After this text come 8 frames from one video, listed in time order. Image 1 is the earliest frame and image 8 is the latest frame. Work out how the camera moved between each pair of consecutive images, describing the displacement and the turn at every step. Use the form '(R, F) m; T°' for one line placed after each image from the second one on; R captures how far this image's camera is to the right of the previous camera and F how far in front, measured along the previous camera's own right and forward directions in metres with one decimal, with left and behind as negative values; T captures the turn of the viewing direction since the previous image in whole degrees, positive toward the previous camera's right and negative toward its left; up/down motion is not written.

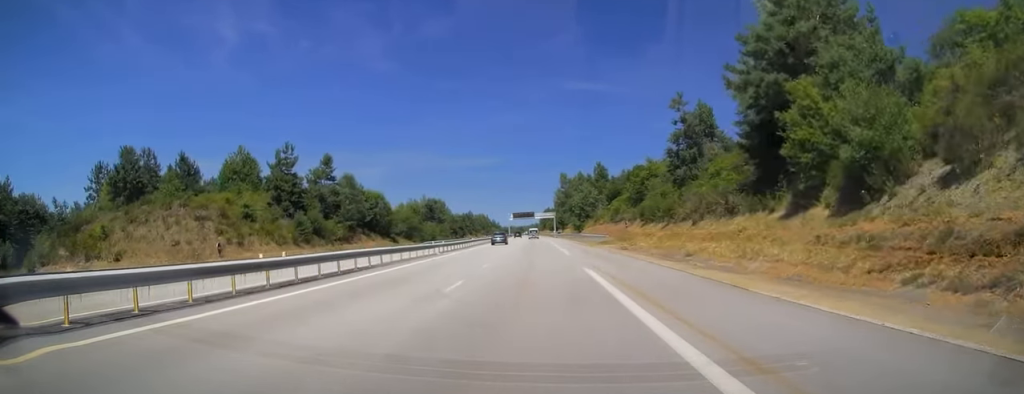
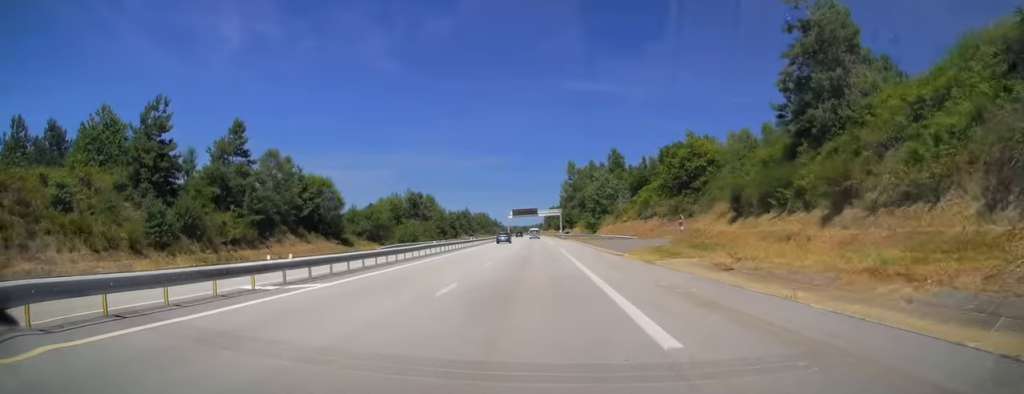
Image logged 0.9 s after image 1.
(-0.1, +26.9) m; -1°
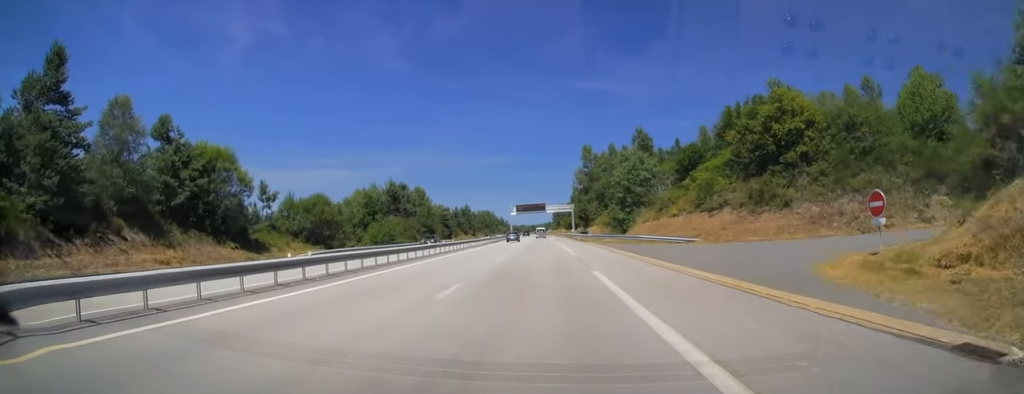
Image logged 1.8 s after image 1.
(-0.2, +26.9) m; 0°
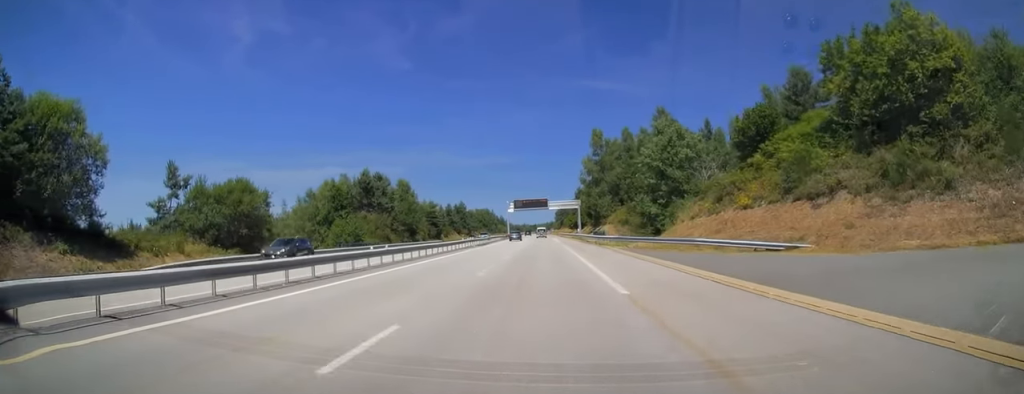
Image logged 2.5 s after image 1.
(0.0, +19.6) m; 0°
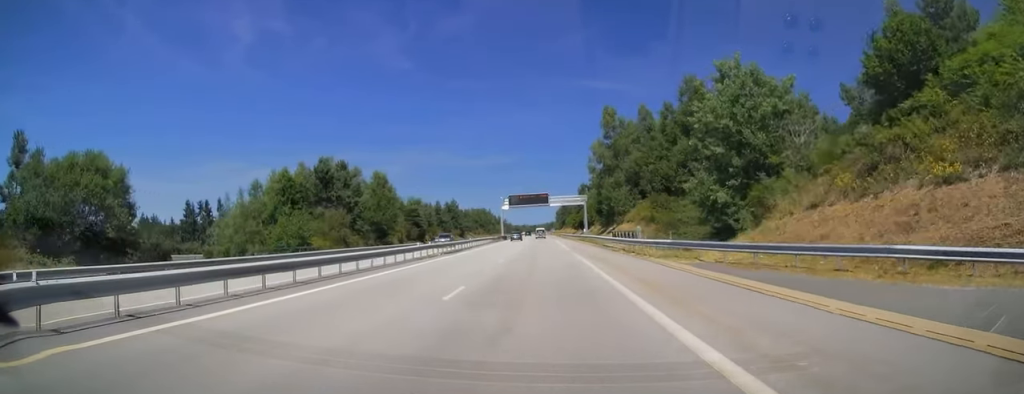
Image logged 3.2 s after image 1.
(0.0, +19.6) m; 0°
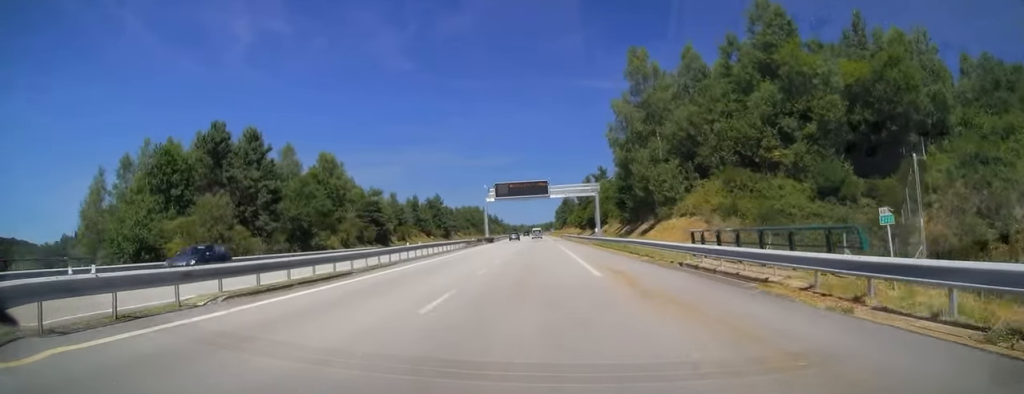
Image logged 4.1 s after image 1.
(0.0, +27.9) m; 0°
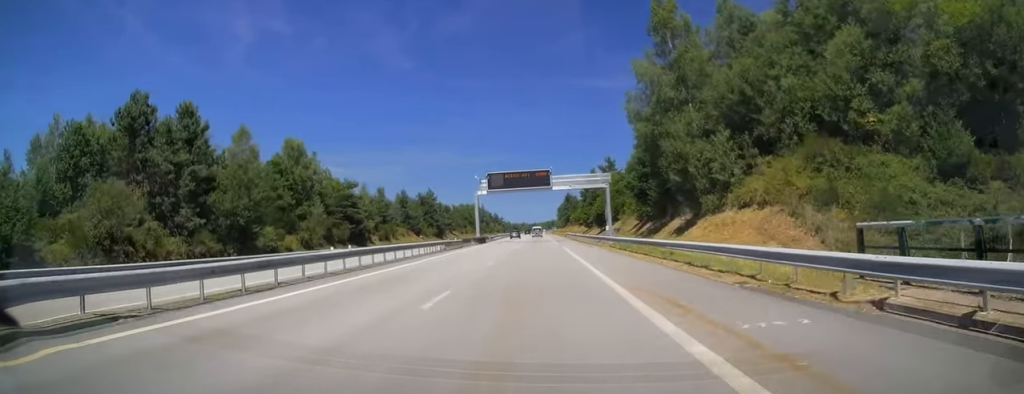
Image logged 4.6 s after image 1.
(0.0, +12.7) m; 0°
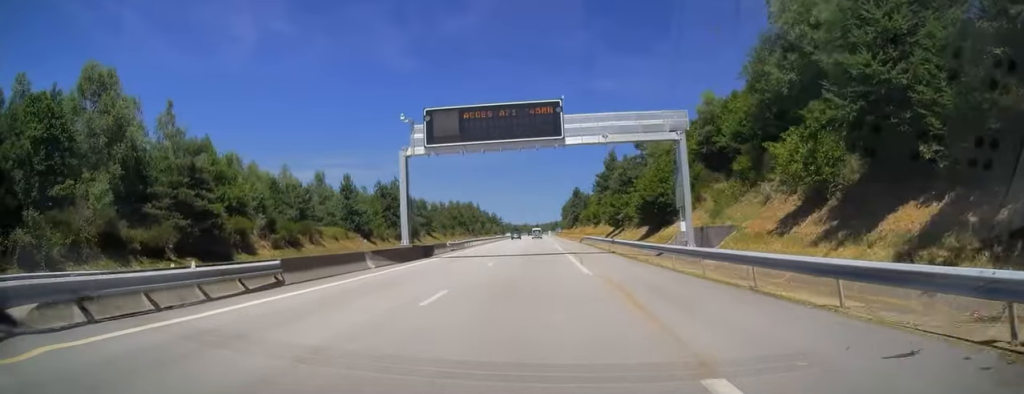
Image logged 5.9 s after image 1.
(+0.1, +38.1) m; 0°
